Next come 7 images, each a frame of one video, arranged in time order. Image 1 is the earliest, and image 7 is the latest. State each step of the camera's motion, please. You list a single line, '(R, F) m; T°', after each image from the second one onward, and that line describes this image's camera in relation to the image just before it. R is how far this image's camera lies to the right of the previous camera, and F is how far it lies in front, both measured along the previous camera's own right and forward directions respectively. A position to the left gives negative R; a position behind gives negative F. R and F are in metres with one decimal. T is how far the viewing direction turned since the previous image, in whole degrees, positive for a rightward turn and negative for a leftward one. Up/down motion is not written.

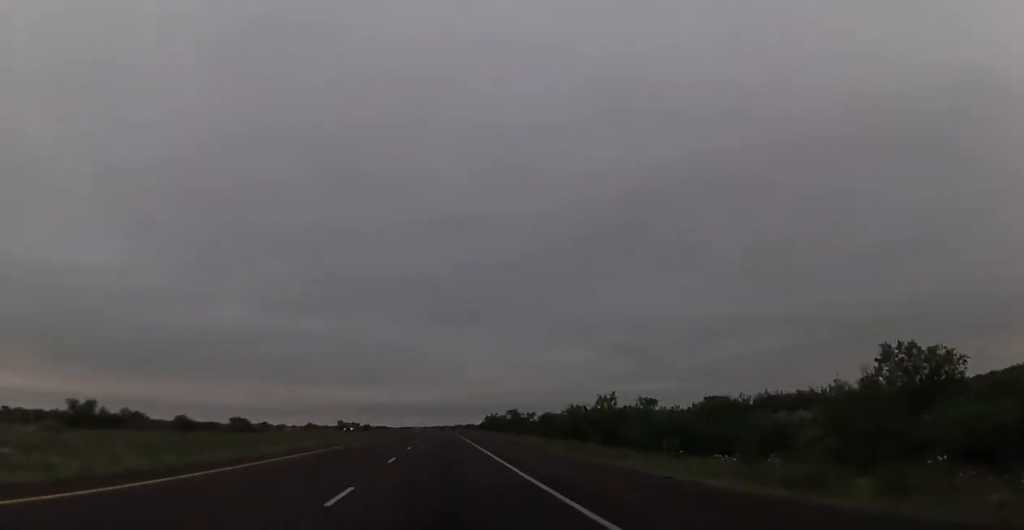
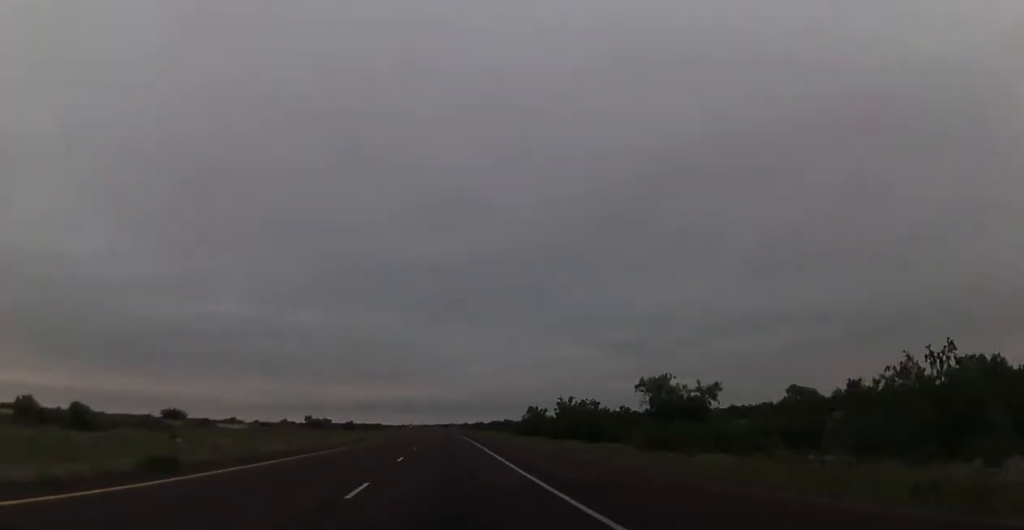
(0.0, +83.2) m; 0°
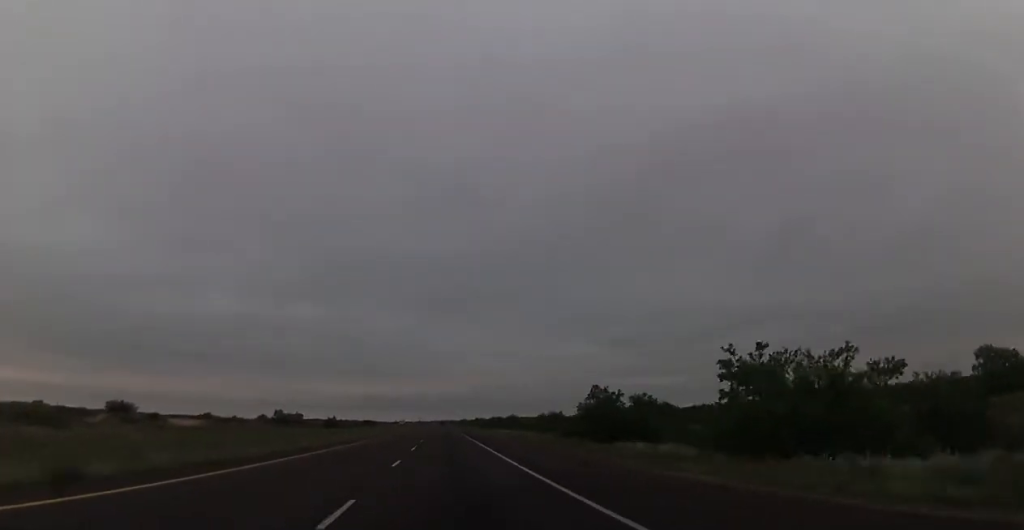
(-0.3, +39.8) m; 0°
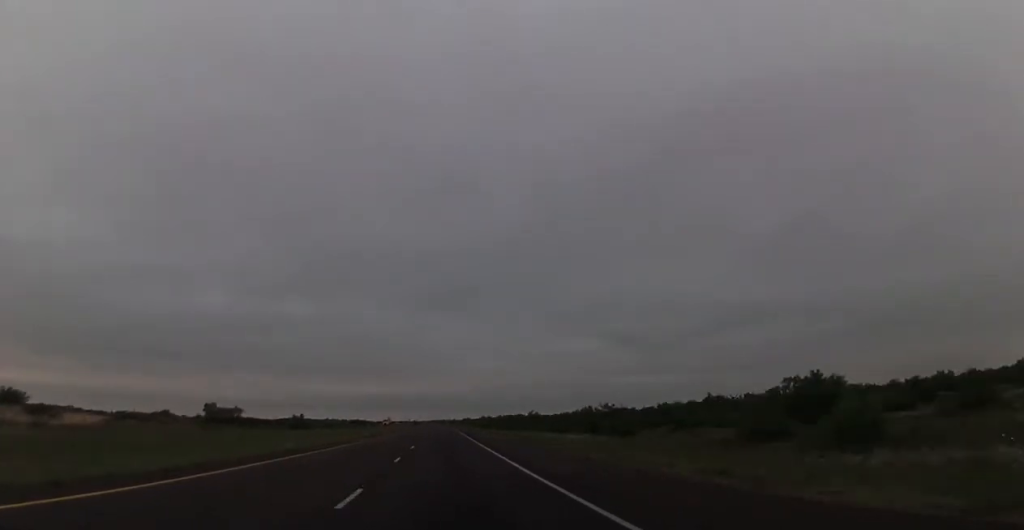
(+0.1, +58.5) m; 0°
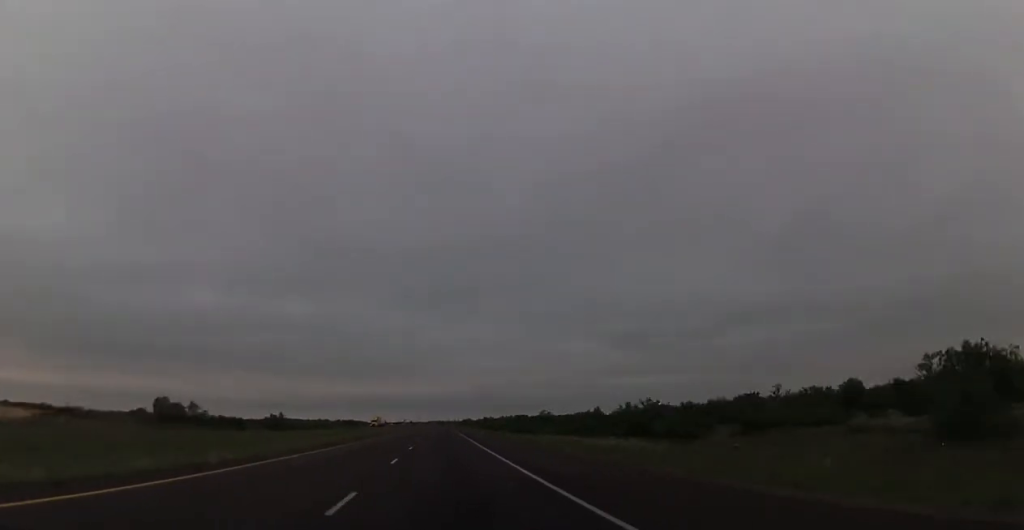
(-0.1, +24.9) m; 0°
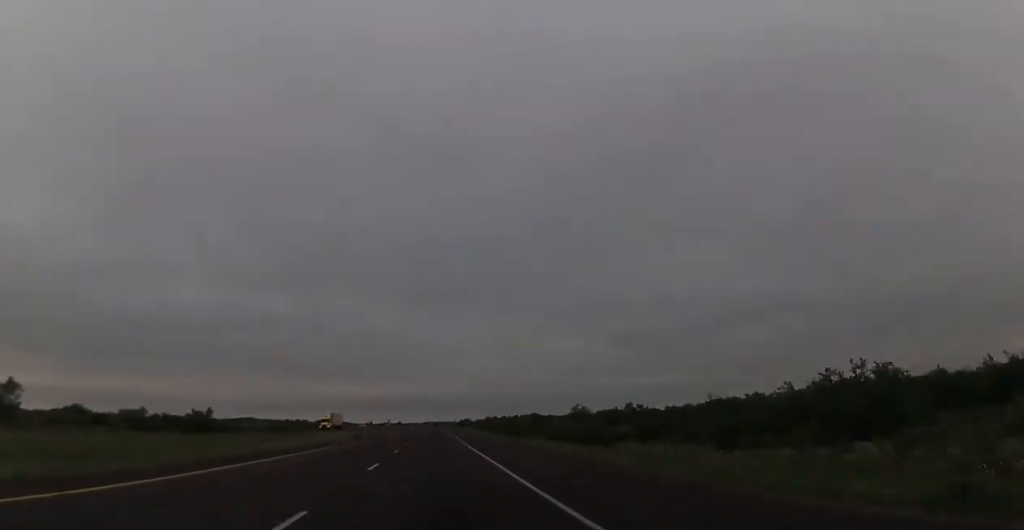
(+0.7, +50.8) m; +1°
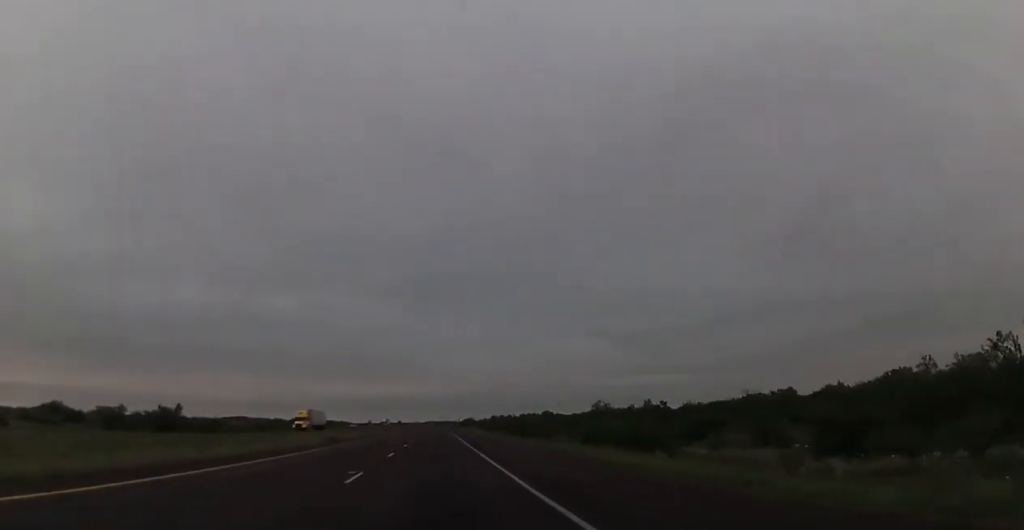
(+0.1, +16.2) m; 0°
